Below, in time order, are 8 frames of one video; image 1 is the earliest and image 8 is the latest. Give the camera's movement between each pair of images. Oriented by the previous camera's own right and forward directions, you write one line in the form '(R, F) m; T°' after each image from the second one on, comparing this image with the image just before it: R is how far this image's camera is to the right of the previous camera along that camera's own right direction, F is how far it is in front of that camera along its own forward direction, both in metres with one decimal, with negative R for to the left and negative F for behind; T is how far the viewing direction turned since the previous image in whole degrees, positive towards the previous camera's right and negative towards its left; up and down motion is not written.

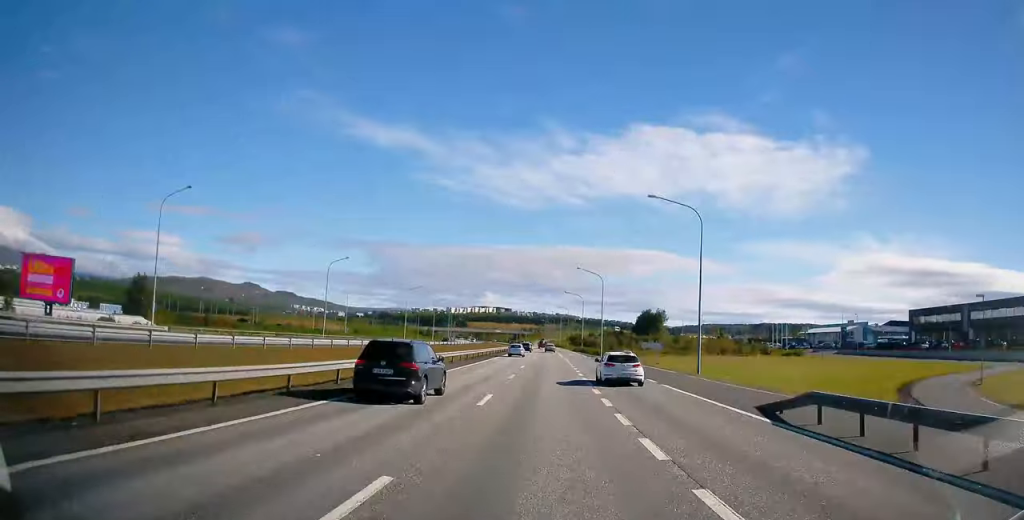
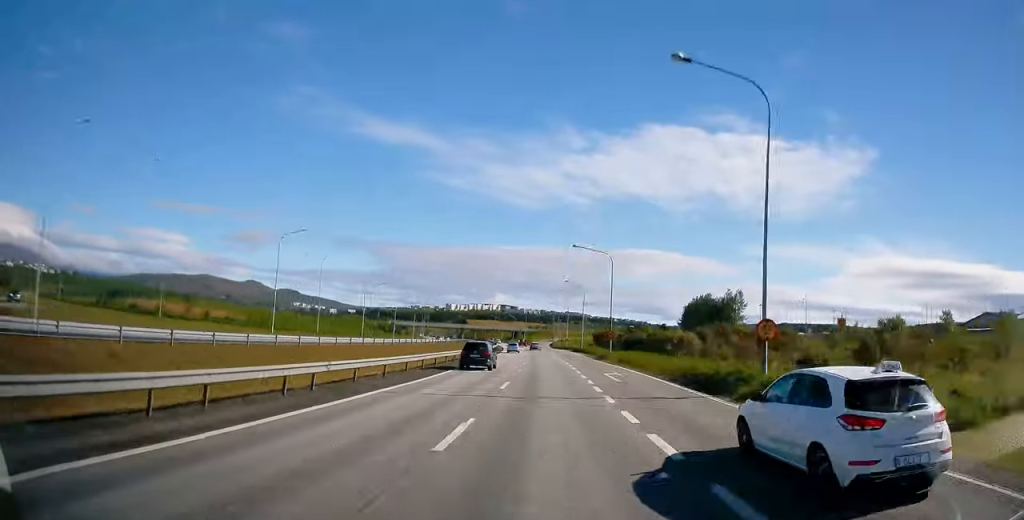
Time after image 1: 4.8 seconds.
(-1.1, +102.1) m; -2°
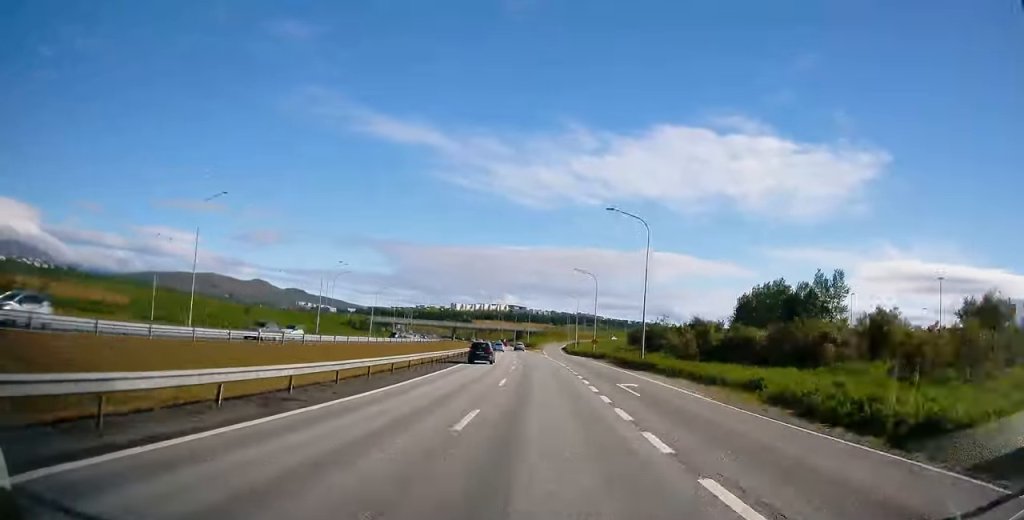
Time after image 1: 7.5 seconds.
(-0.5, +57.1) m; -2°
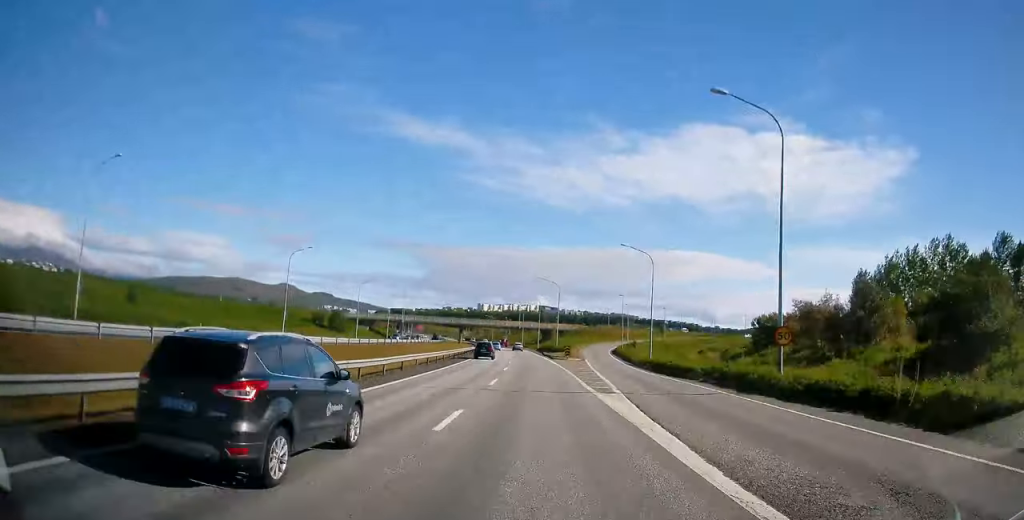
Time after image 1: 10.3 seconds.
(-0.7, +60.3) m; -3°
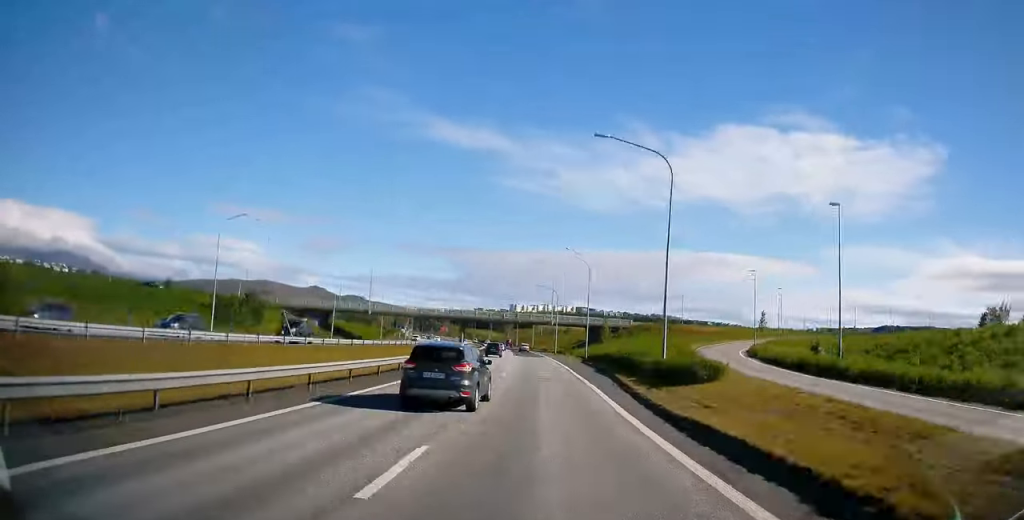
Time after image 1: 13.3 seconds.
(-2.4, +66.9) m; -3°
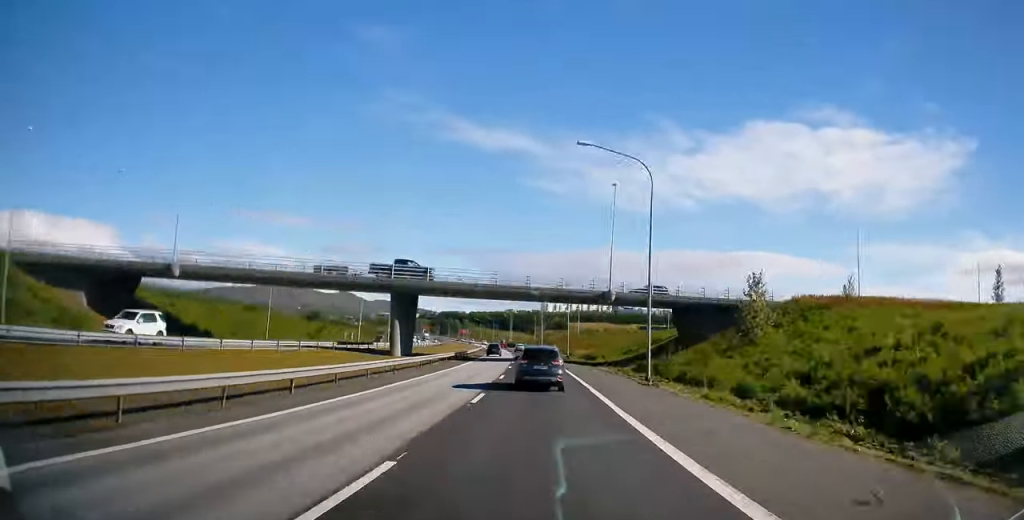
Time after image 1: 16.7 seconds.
(-2.5, +73.6) m; -3°
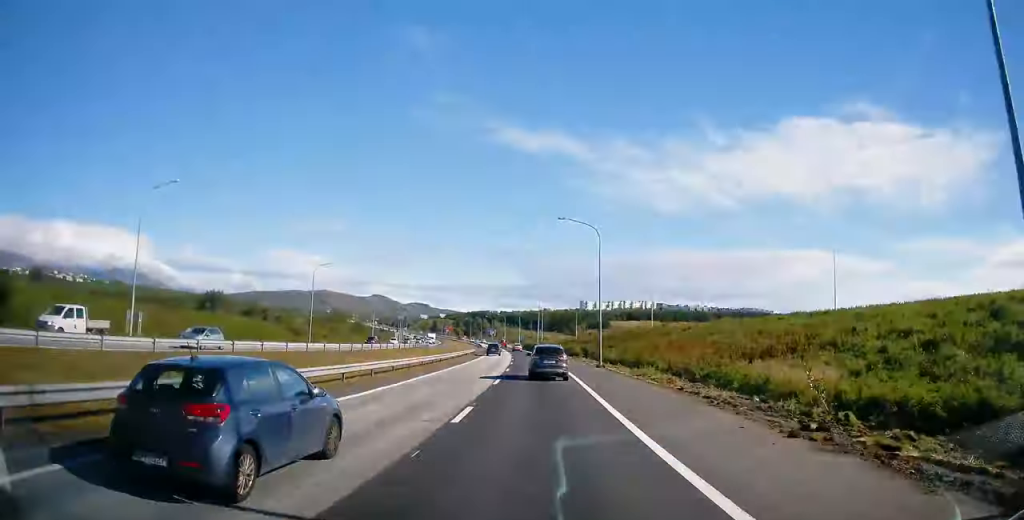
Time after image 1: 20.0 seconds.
(-2.1, +74.5) m; -3°
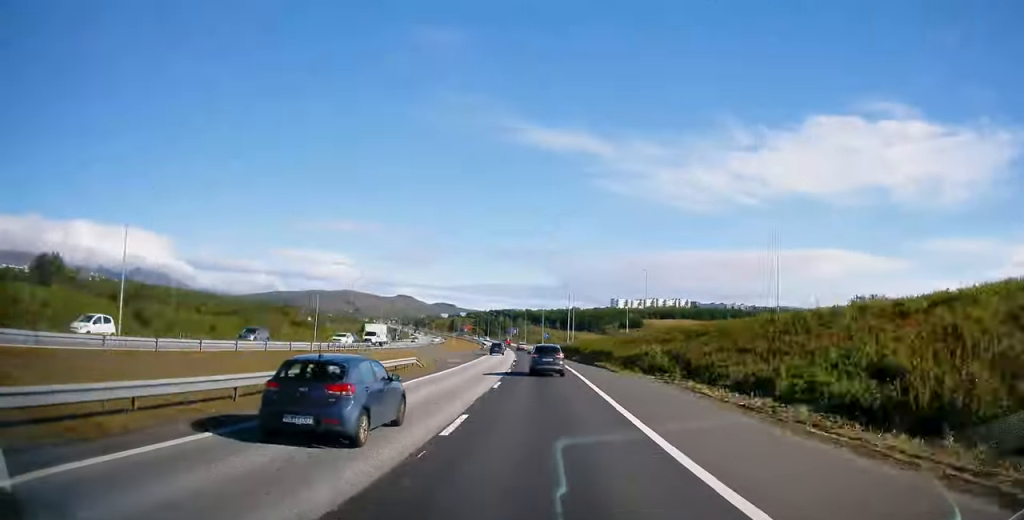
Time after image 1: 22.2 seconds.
(+0.1, +48.2) m; -2°
